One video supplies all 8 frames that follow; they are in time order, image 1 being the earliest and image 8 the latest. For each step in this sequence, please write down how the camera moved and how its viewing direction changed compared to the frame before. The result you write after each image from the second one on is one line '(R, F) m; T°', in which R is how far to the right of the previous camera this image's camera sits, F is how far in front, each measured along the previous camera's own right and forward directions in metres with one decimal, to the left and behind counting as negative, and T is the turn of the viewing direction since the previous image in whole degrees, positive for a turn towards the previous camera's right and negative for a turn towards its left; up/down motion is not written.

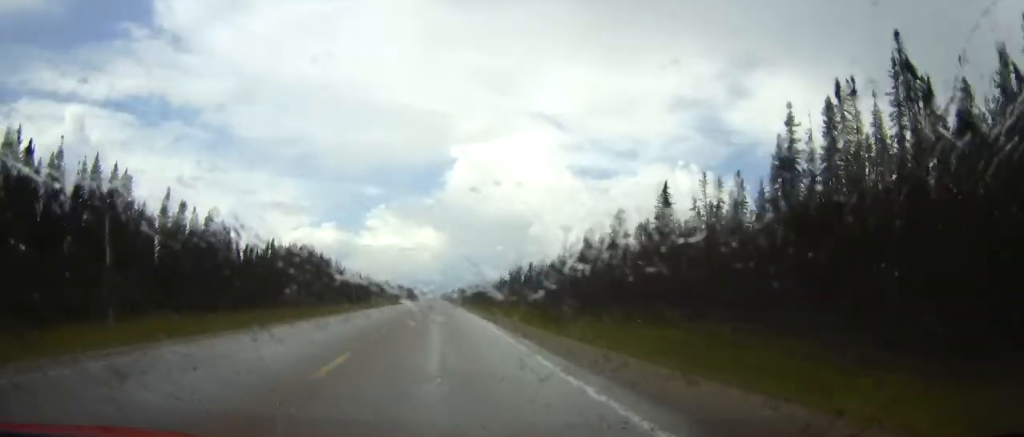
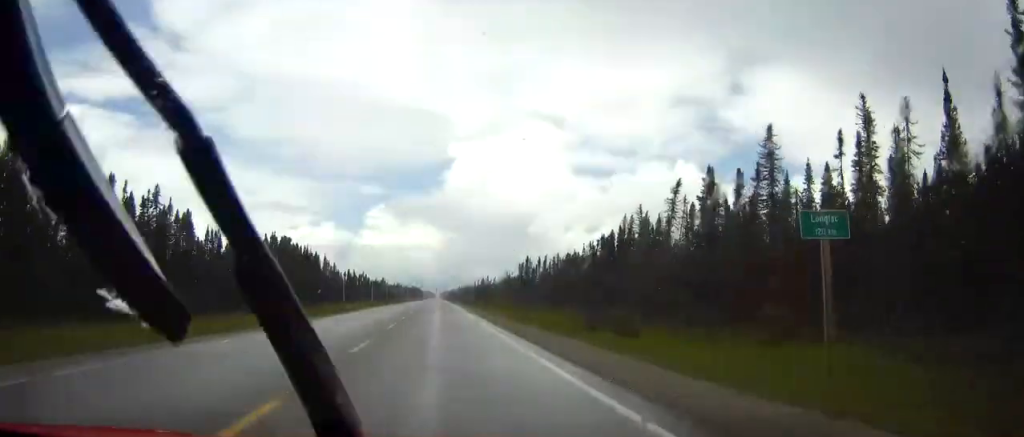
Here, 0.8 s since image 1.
(+0.1, +23.8) m; 0°
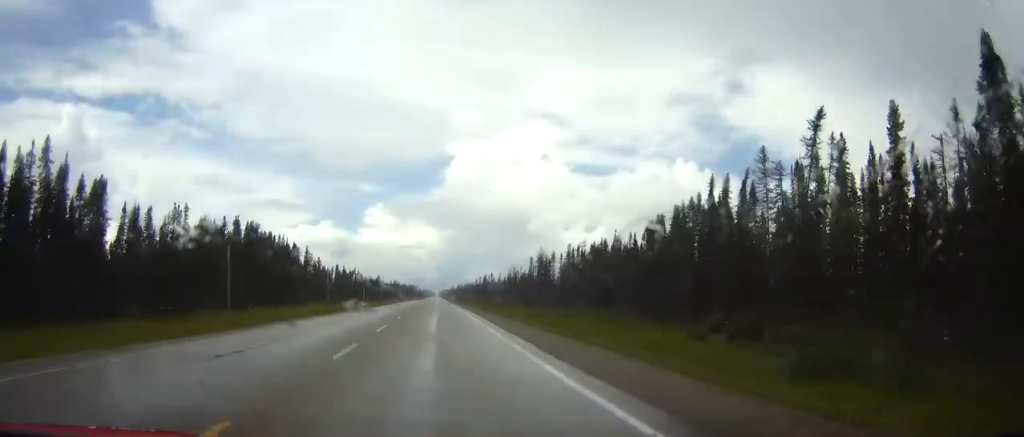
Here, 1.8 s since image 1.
(0.0, +28.7) m; 0°
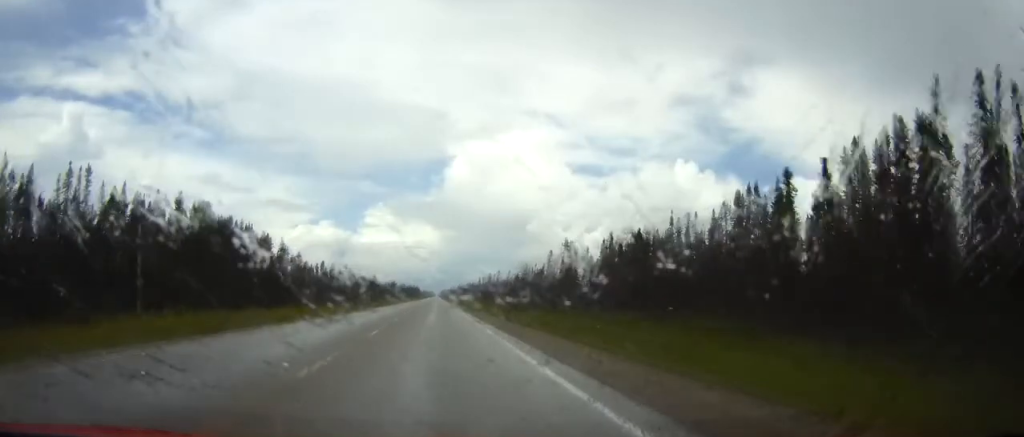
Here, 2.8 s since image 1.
(0.0, +30.6) m; 0°
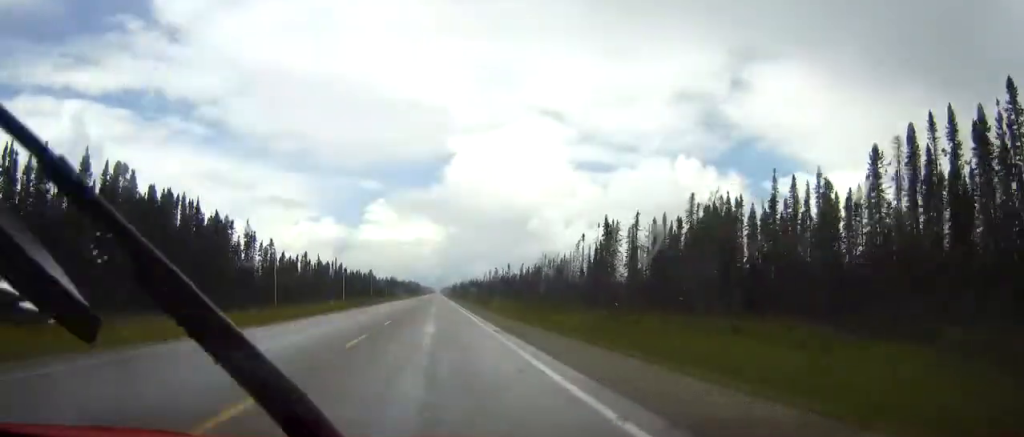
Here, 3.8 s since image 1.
(0.0, +30.5) m; 0°
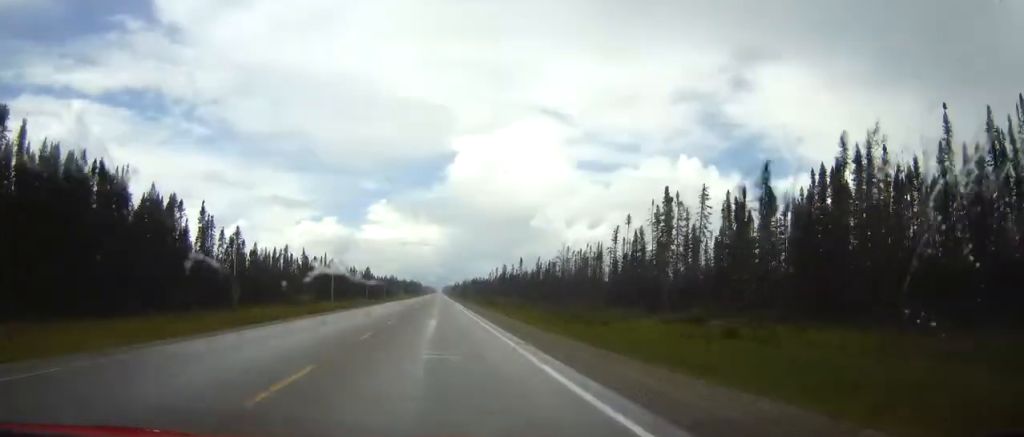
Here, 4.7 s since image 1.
(0.0, +26.6) m; 0°
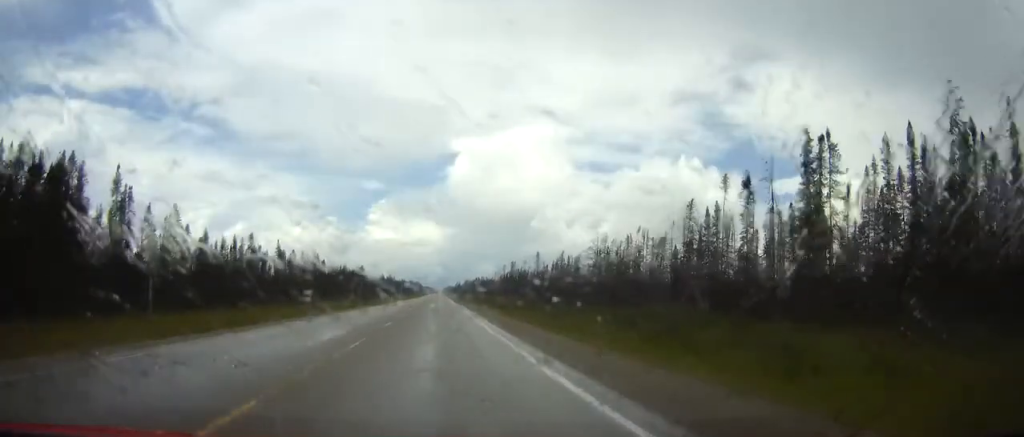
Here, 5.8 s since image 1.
(-0.1, +30.4) m; 0°
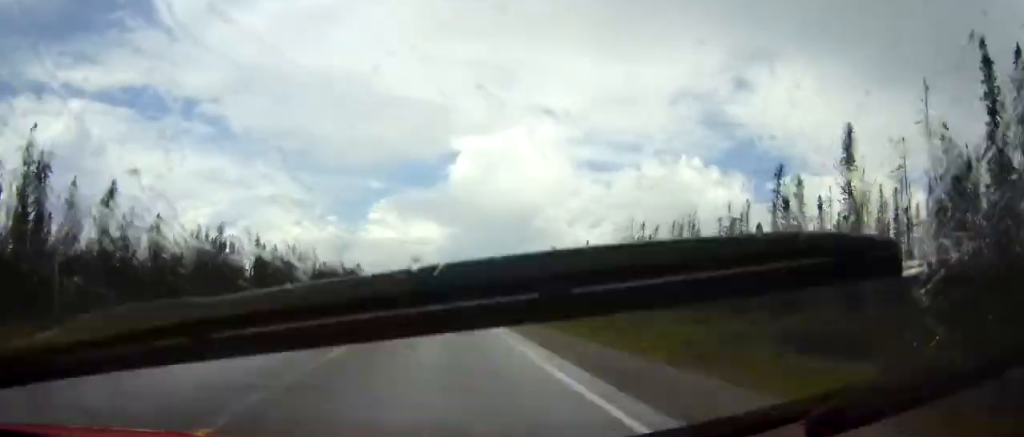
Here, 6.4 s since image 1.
(0.0, +19.6) m; 0°
